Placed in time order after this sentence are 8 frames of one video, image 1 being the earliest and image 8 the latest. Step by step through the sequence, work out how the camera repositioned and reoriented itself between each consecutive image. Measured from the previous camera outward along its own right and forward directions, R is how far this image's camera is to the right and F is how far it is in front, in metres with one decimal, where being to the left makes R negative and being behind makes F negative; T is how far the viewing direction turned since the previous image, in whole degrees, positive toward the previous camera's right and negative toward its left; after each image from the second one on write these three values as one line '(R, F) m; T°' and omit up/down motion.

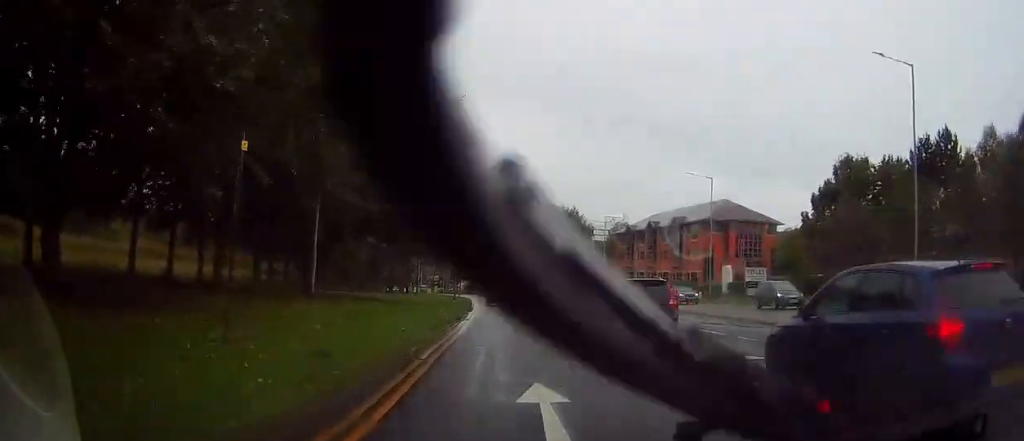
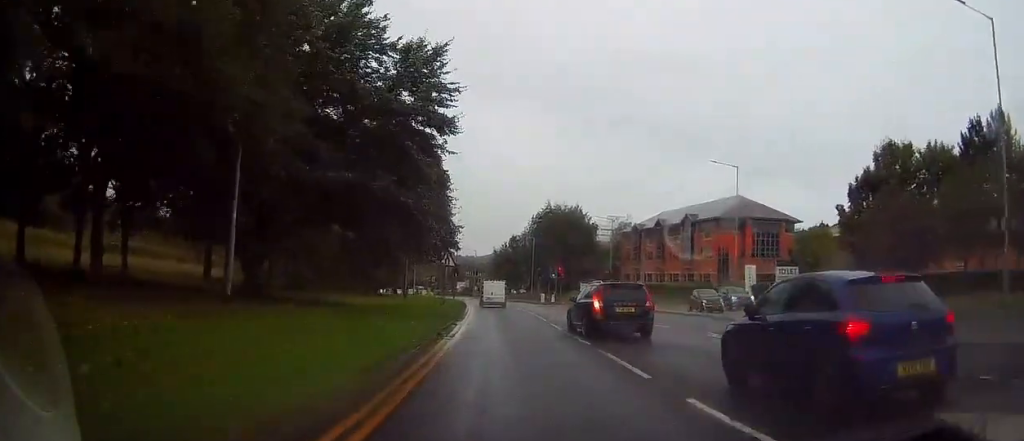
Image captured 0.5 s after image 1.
(-0.1, +7.7) m; -1°
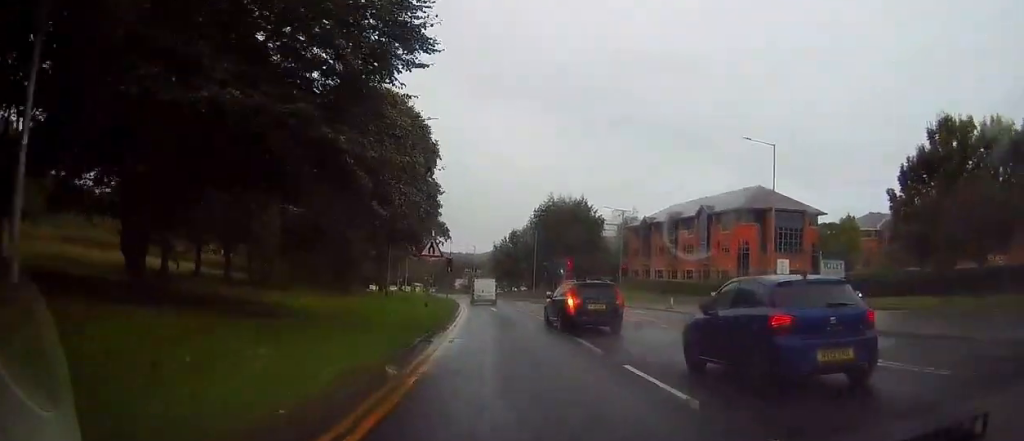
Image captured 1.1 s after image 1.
(-0.2, +8.6) m; -1°
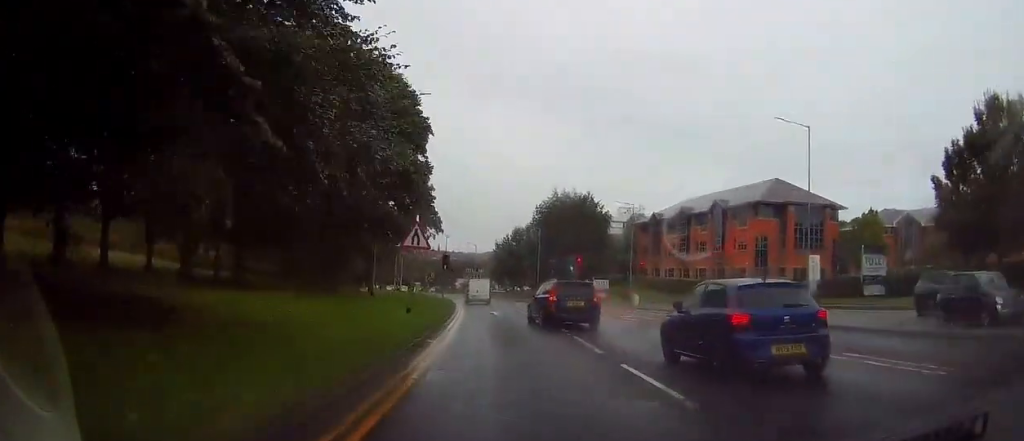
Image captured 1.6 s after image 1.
(0.0, +6.0) m; -1°
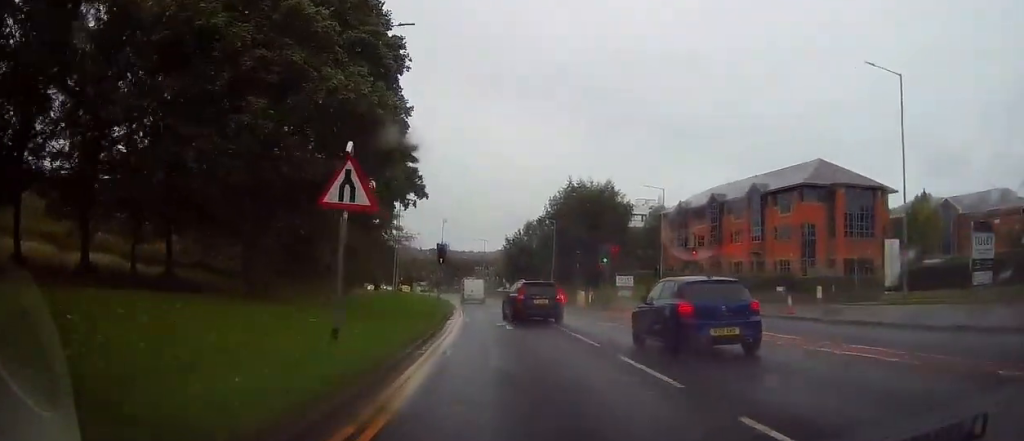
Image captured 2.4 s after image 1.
(-0.1, +11.4) m; -1°
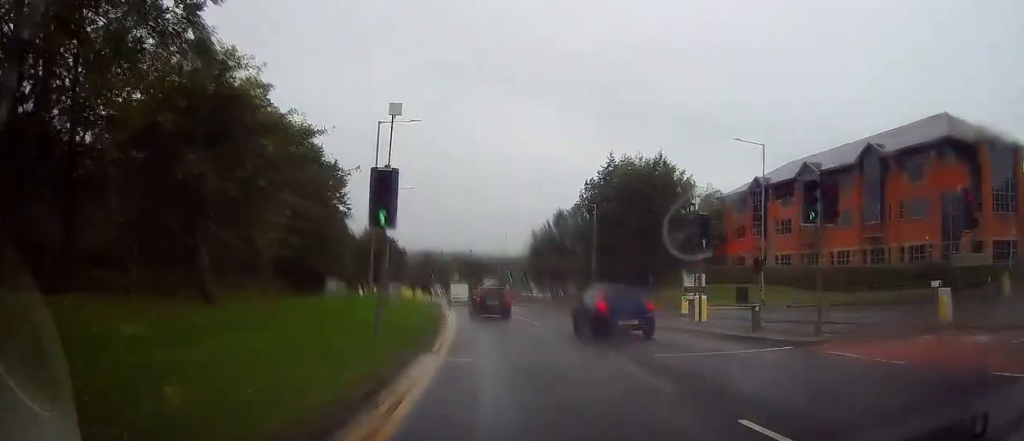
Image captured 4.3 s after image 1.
(+0.2, +24.2) m; 0°
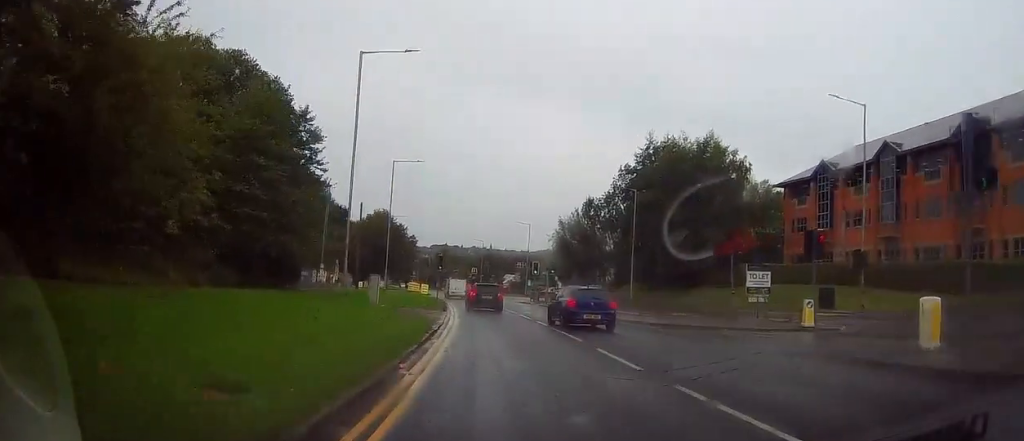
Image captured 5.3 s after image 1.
(-0.5, +12.8) m; -2°
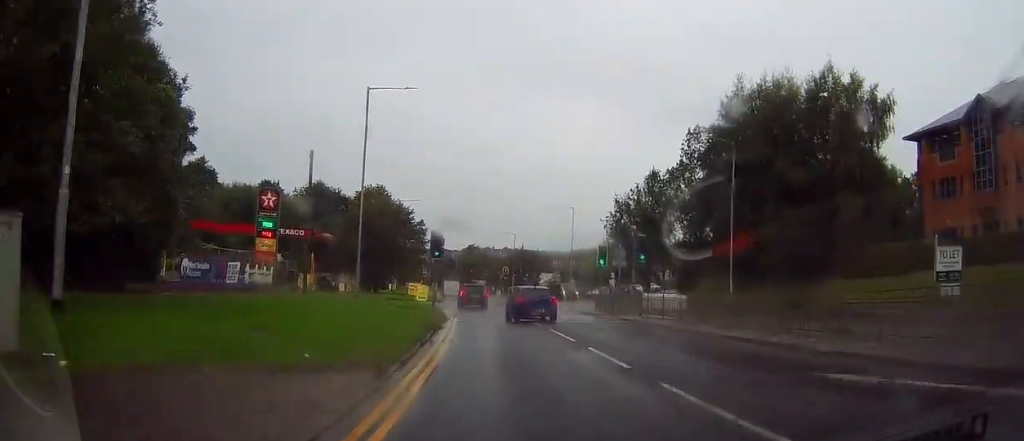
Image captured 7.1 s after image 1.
(0.0, +23.6) m; -2°
